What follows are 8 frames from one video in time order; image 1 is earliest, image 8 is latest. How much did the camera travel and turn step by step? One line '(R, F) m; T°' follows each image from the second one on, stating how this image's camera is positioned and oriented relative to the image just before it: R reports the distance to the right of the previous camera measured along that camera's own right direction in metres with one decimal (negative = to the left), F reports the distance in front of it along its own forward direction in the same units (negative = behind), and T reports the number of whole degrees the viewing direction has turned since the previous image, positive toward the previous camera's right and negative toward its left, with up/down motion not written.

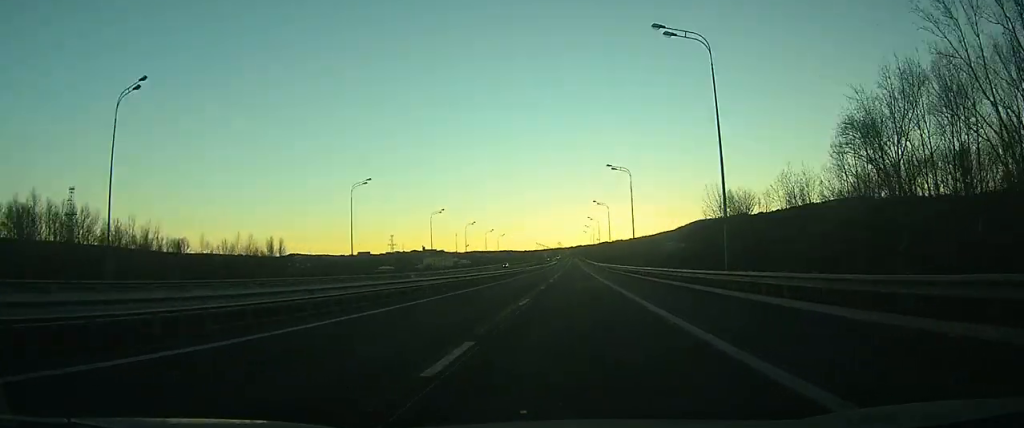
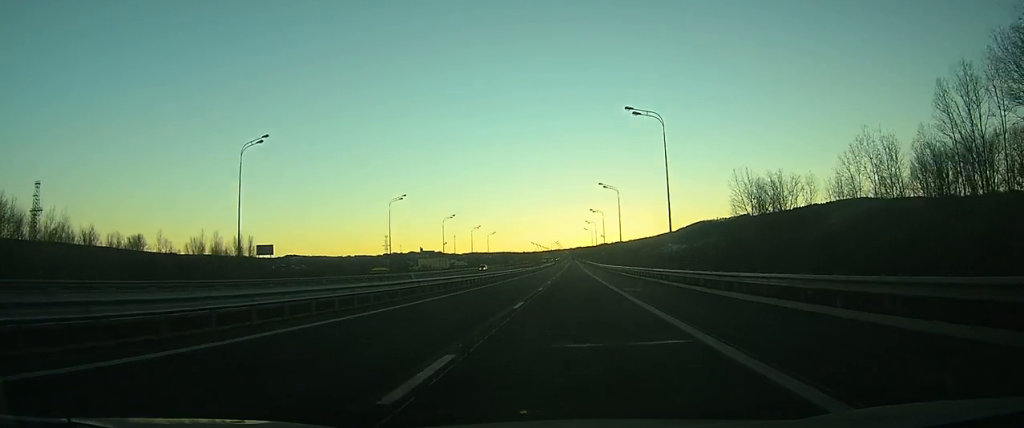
(0.0, +25.5) m; 0°
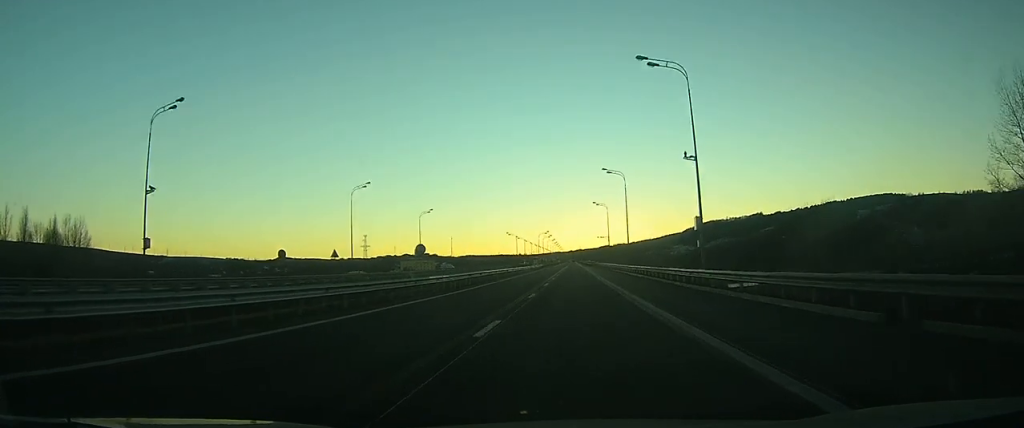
(+0.1, +87.7) m; 0°
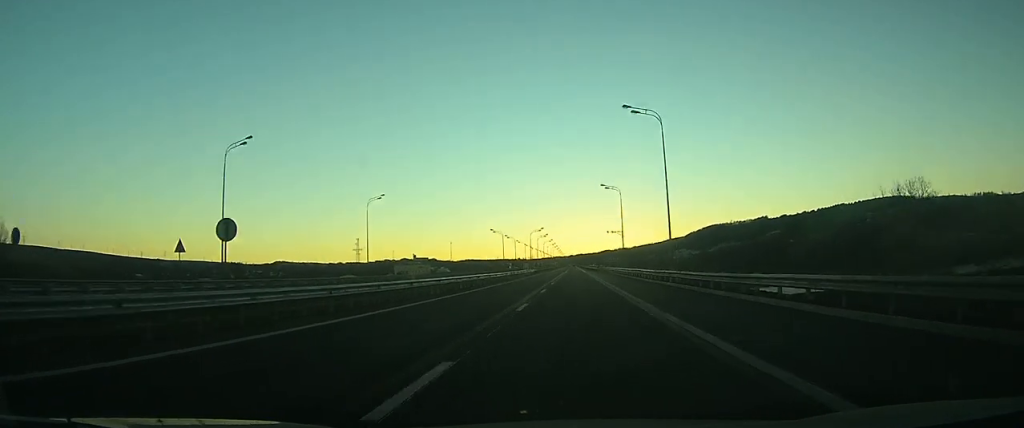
(0.0, +28.3) m; 0°
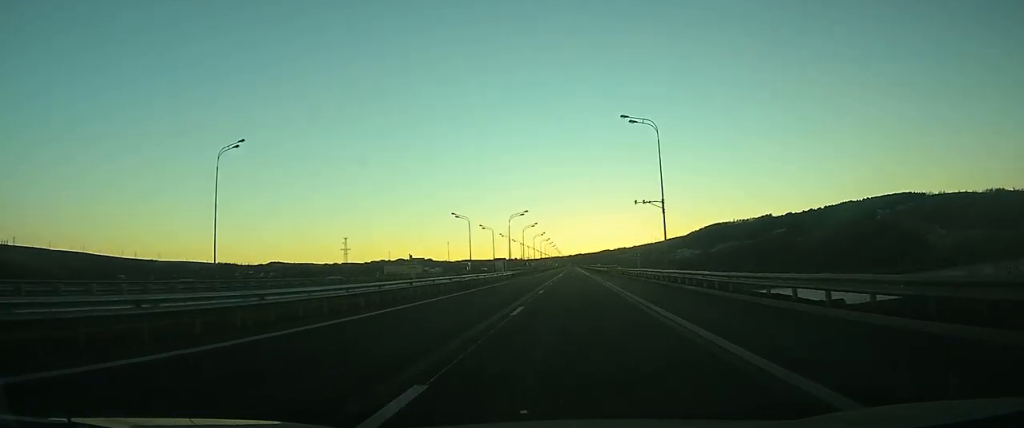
(-0.1, +37.4) m; 0°
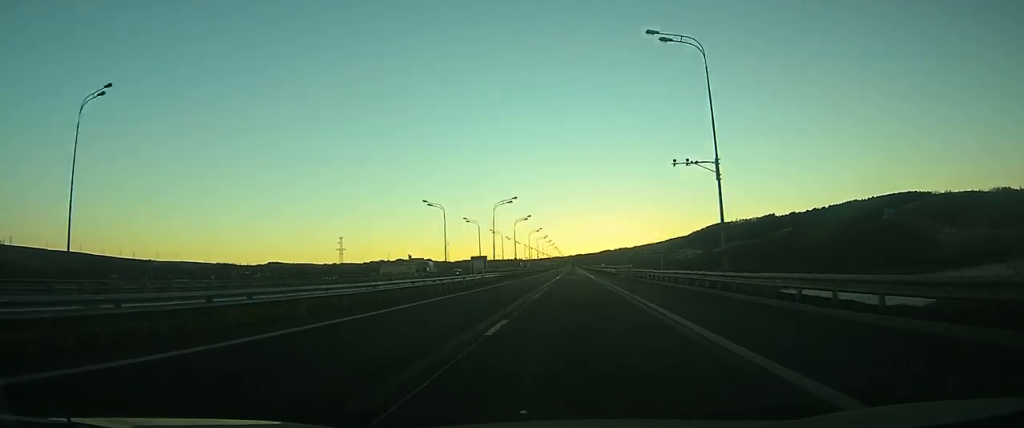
(0.0, +17.1) m; 0°
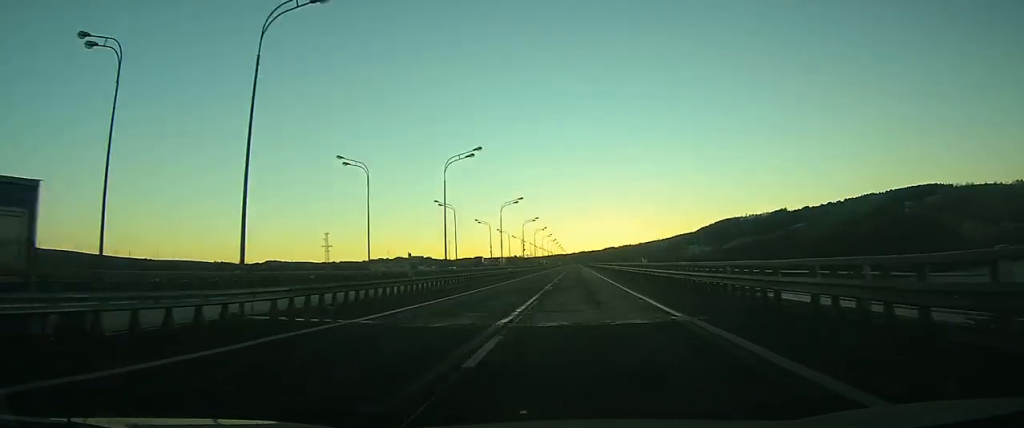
(0.0, +52.4) m; 0°
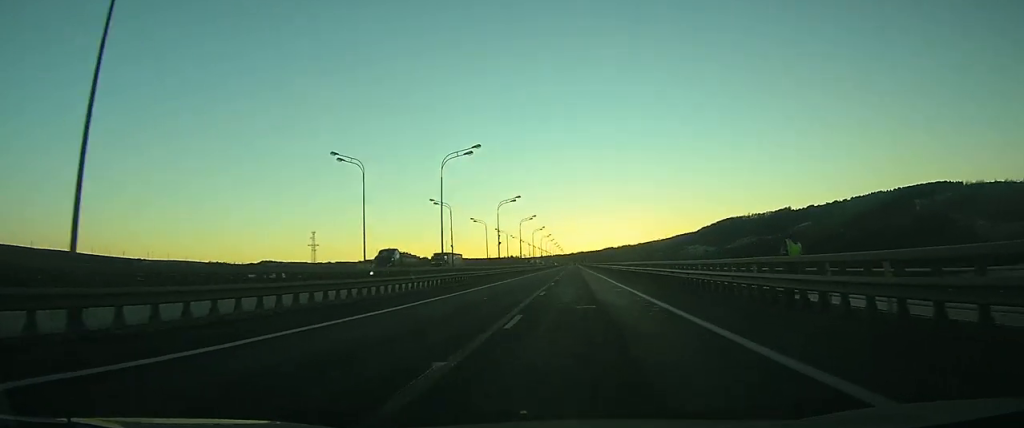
(0.0, +30.4) m; 0°
